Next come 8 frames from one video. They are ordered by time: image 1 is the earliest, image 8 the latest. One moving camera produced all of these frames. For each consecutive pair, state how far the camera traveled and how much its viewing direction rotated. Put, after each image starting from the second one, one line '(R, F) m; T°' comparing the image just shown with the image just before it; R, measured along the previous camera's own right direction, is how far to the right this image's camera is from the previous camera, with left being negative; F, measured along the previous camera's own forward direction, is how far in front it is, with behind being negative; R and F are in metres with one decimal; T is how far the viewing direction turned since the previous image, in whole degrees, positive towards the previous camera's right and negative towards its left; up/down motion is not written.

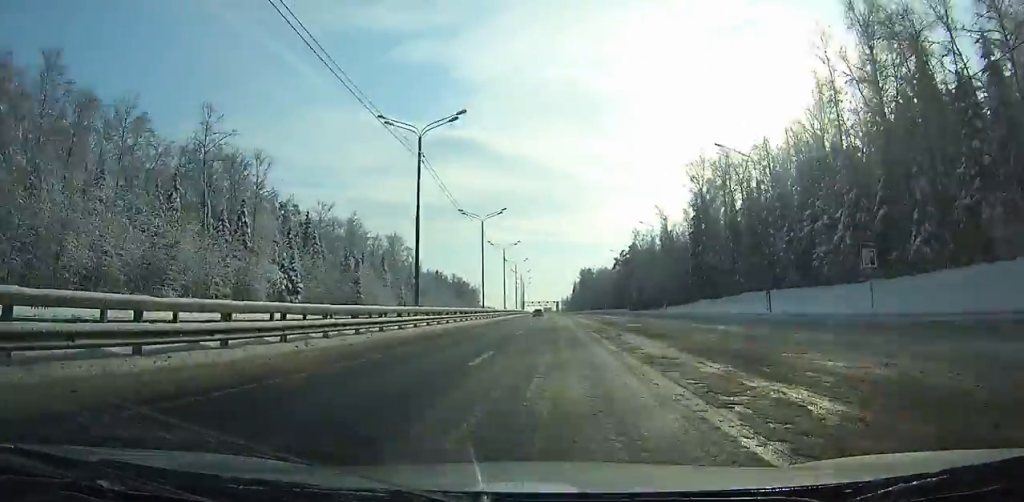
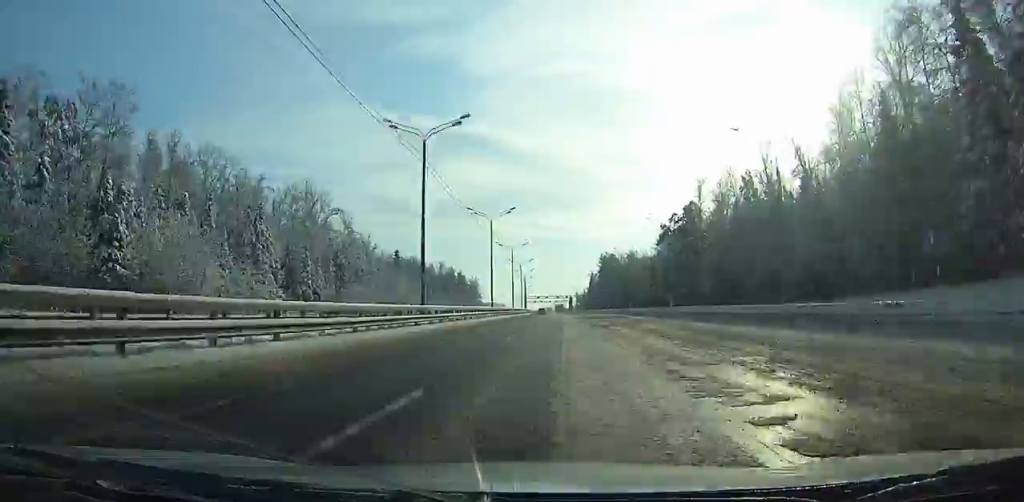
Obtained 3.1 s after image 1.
(-0.6, +72.5) m; -1°
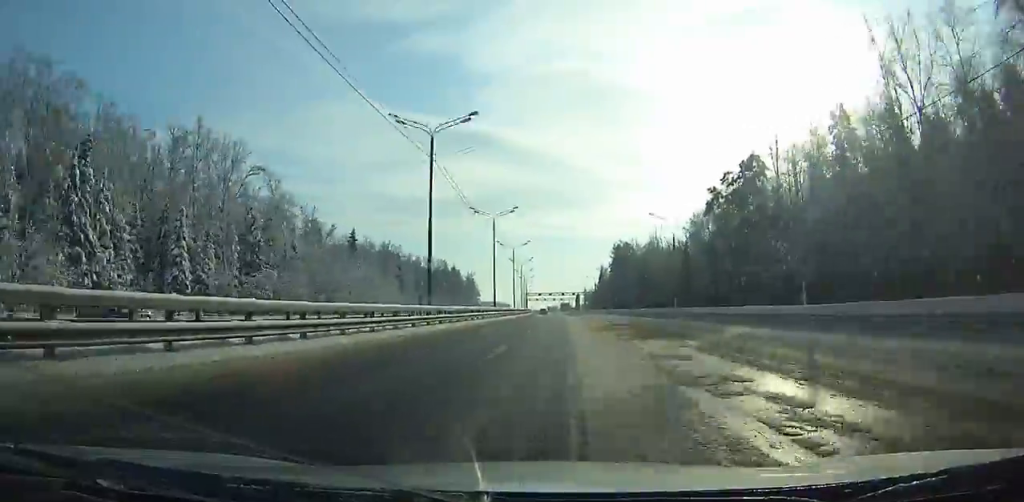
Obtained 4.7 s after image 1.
(-0.1, +37.7) m; 0°
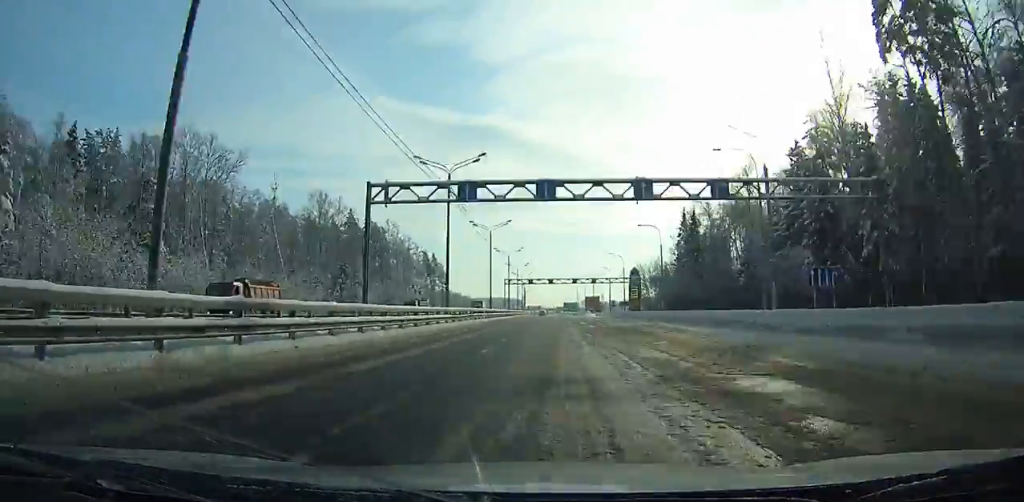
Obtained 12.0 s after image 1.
(-3.5, +174.1) m; -3°
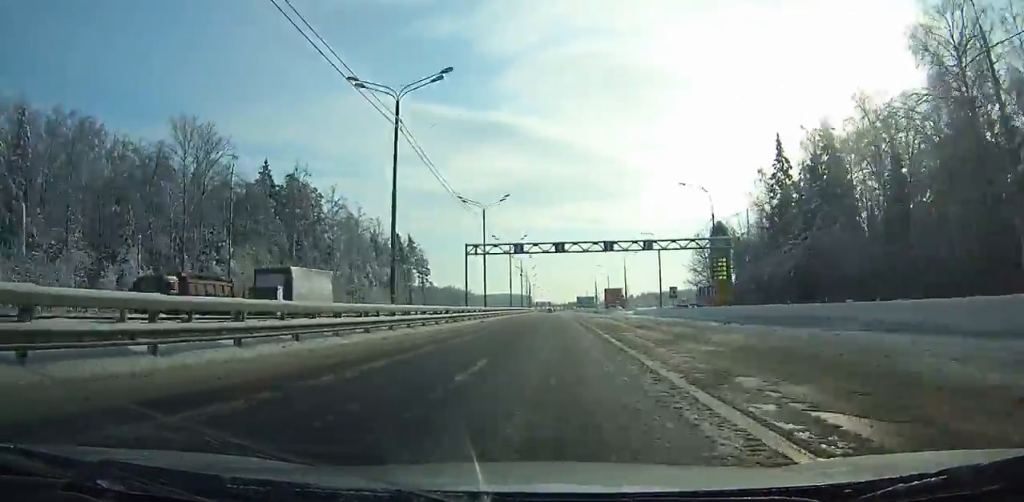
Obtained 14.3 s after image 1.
(-0.4, +55.1) m; -1°
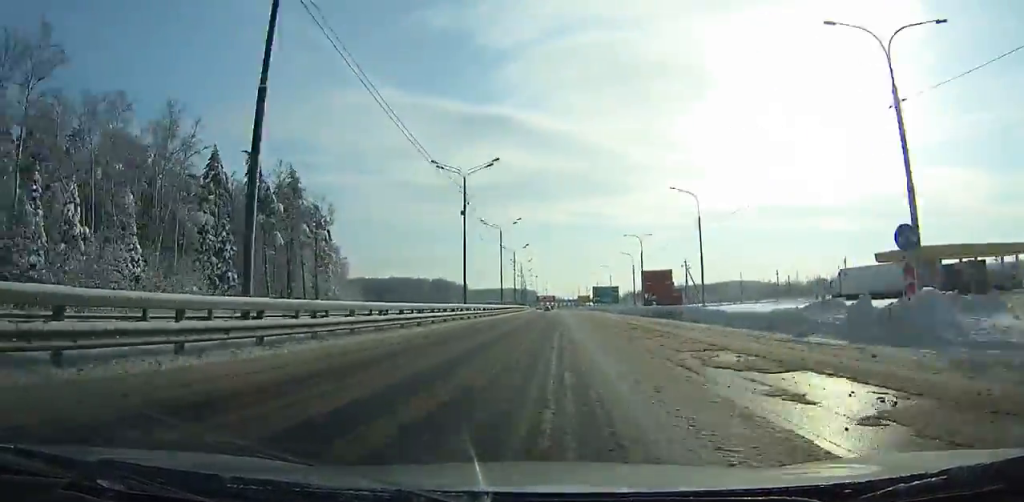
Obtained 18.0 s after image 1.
(-0.7, +87.9) m; -1°
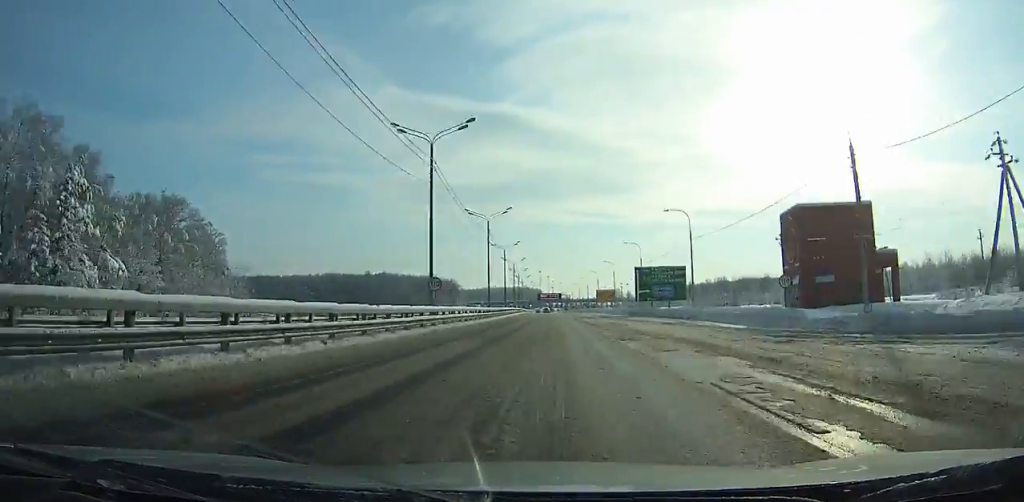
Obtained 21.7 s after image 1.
(-0.5, +87.1) m; -1°
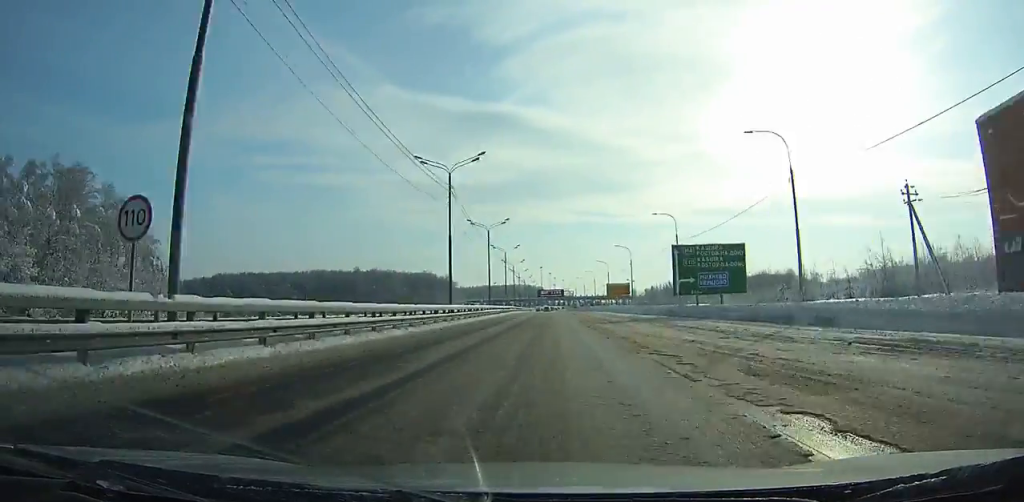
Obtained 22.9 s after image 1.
(0.0, +28.0) m; 0°
